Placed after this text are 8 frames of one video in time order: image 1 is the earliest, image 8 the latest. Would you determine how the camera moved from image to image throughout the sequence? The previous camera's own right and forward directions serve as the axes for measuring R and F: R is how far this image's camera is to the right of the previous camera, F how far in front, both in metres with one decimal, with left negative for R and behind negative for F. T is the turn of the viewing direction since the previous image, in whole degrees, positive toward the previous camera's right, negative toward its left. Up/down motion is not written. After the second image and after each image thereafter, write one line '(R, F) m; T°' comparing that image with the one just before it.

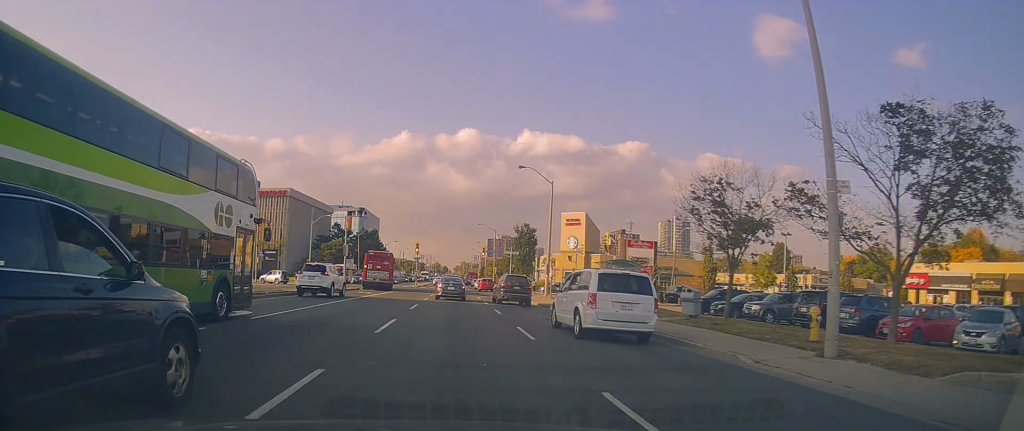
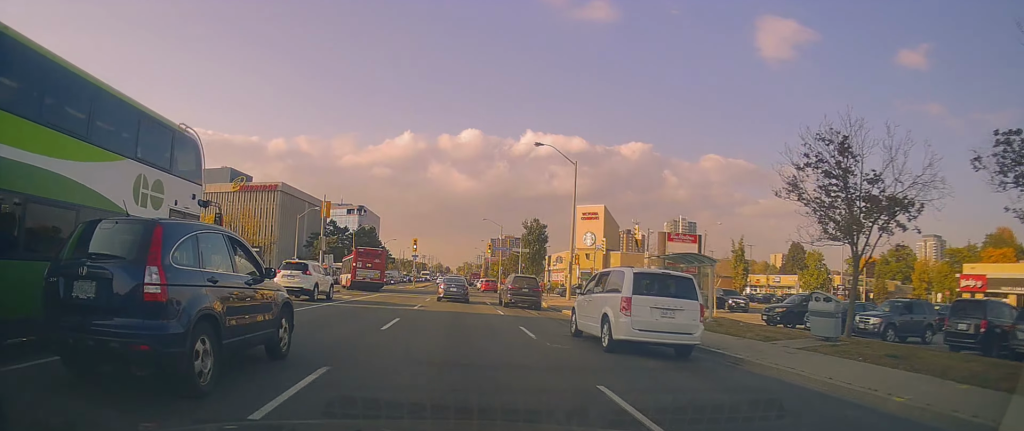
(-0.1, +9.0) m; -1°
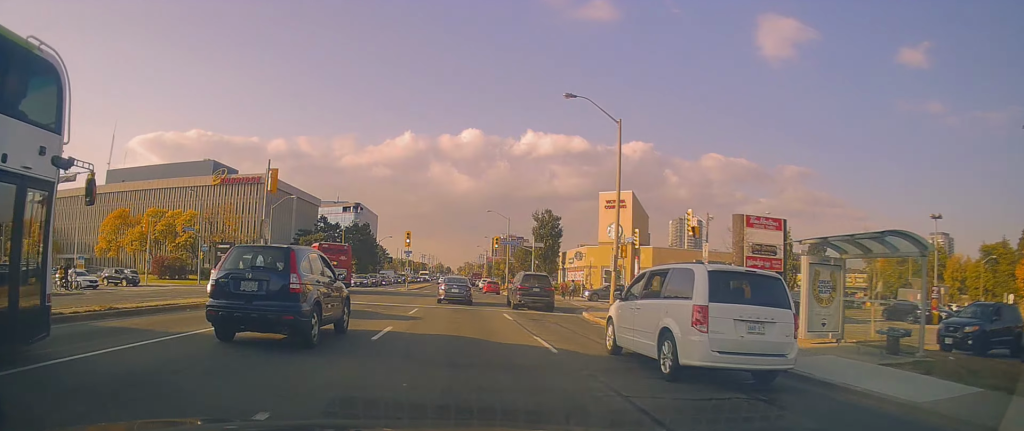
(-0.2, +11.6) m; 0°
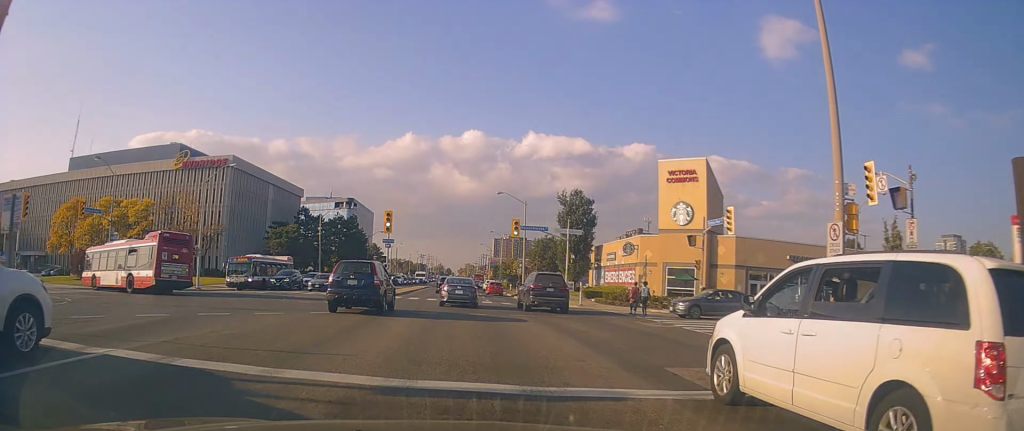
(+0.6, +18.7) m; 0°
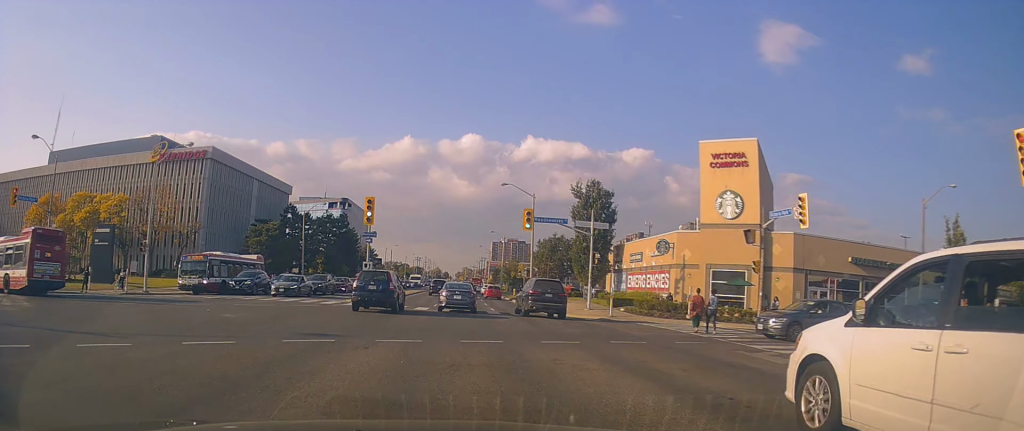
(-0.5, +8.4) m; -2°
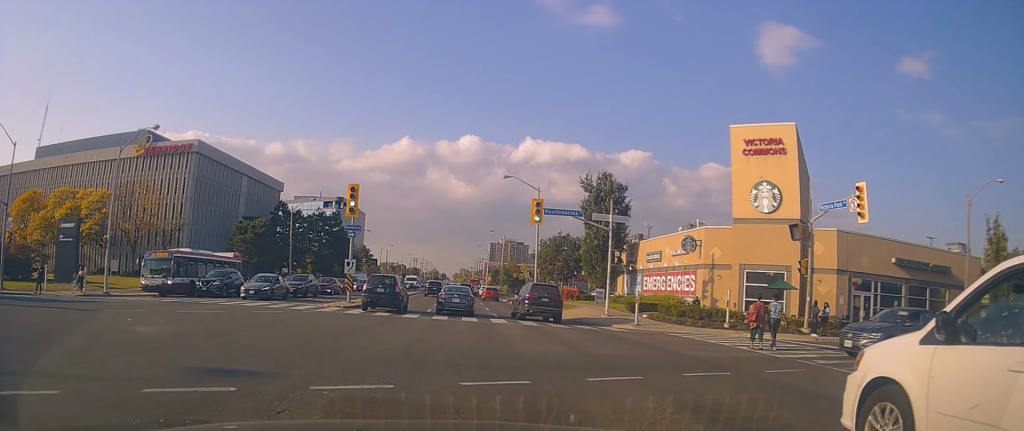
(+0.1, +4.9) m; +1°
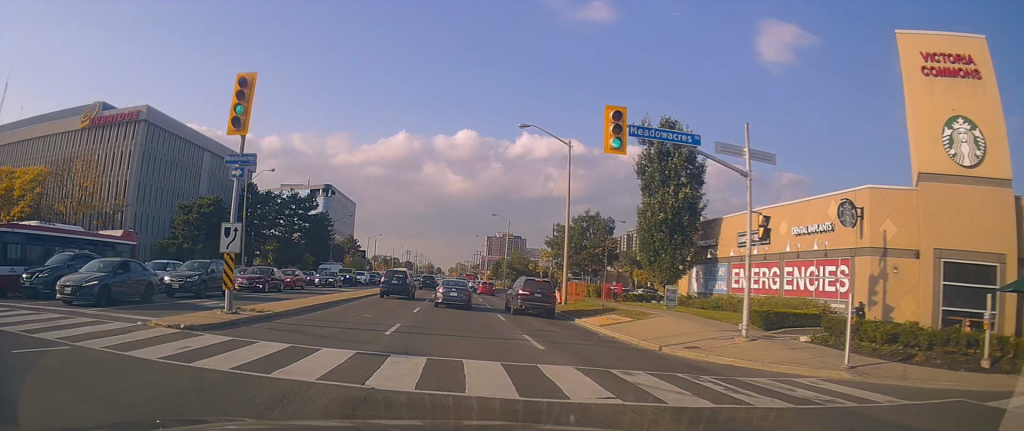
(+0.5, +15.4) m; +1°
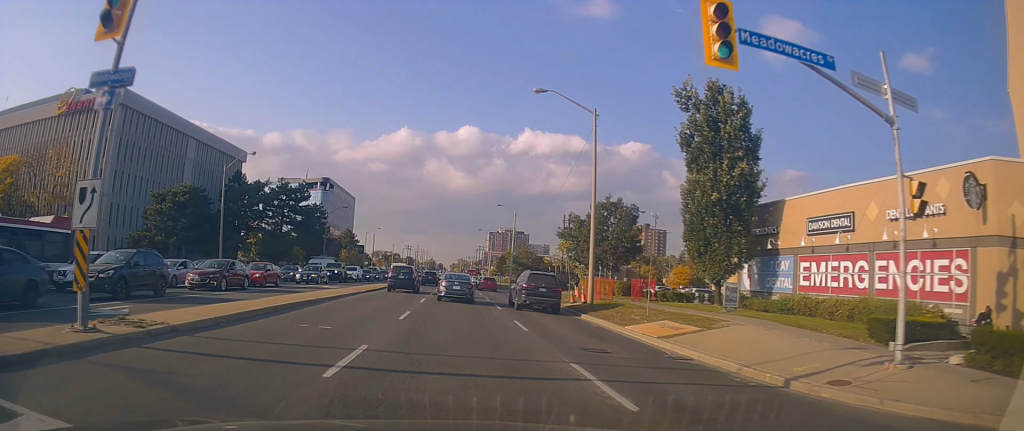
(-0.1, +6.3) m; -1°
